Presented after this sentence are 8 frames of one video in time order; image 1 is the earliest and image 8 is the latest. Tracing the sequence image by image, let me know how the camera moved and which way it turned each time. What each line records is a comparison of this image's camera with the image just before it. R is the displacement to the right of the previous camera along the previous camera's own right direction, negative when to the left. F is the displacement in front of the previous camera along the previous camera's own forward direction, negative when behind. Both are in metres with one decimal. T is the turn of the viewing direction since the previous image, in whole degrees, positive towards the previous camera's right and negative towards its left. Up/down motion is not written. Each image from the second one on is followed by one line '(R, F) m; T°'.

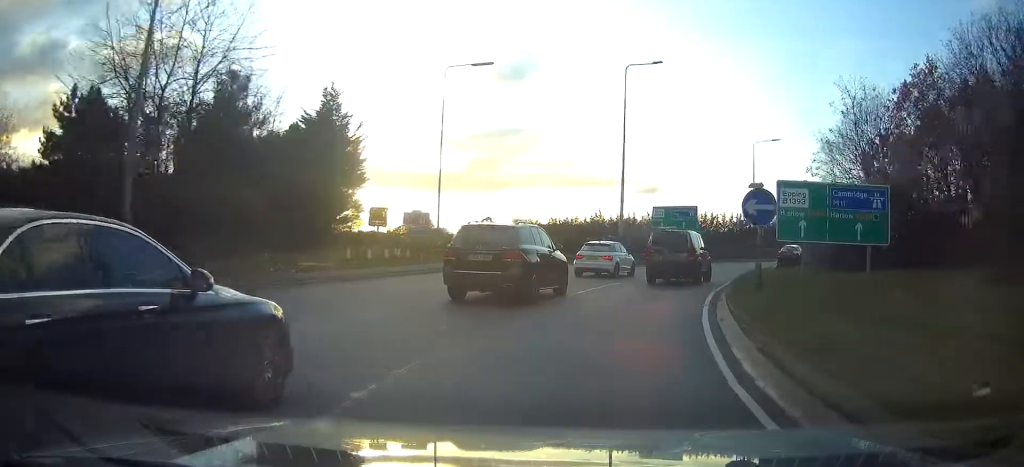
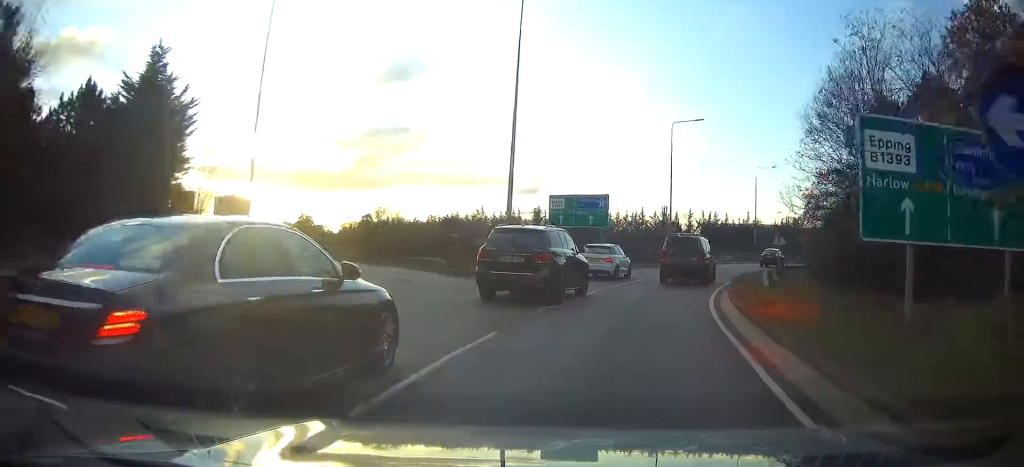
(+1.0, +12.2) m; +9°
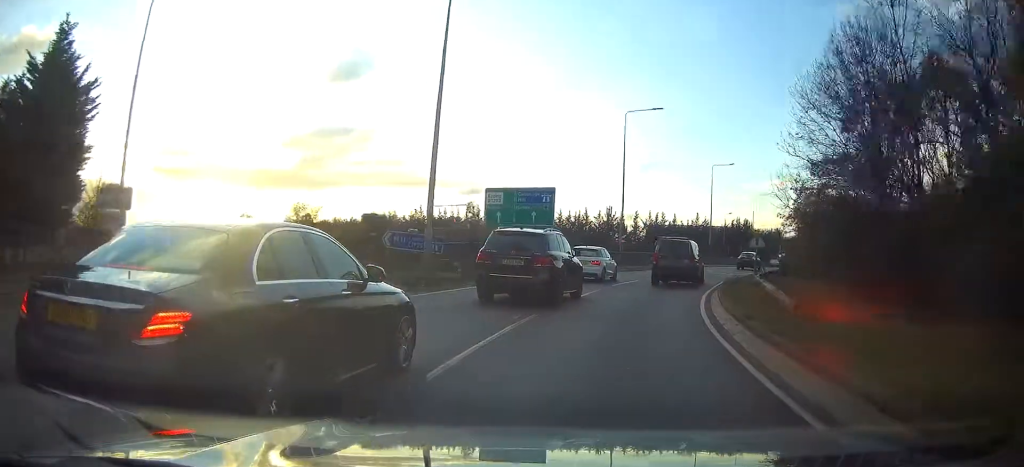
(0.0, +5.7) m; +4°
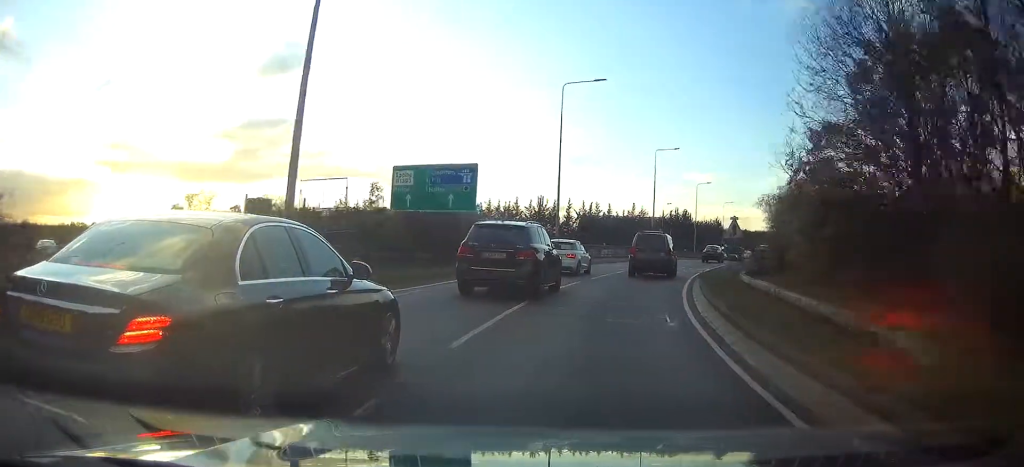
(+0.5, +6.9) m; +6°
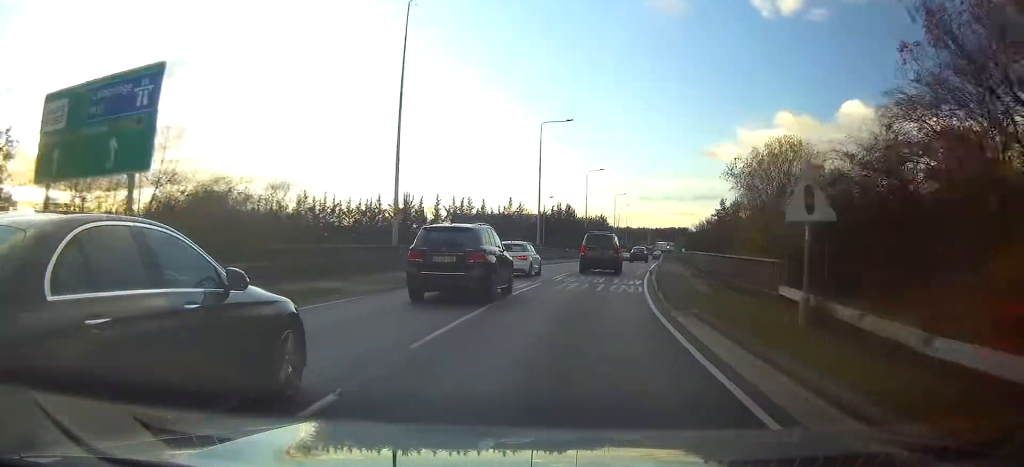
(+2.0, +16.6) m; +10°
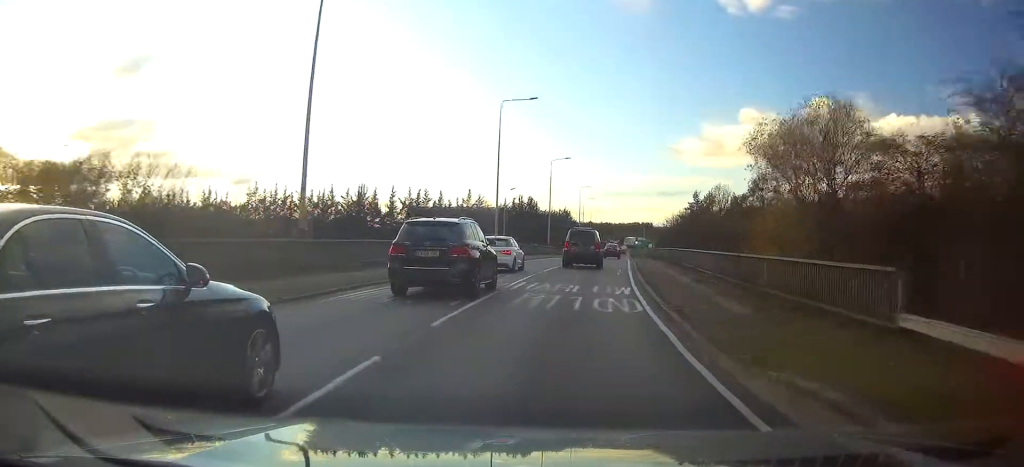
(+0.1, +7.1) m; +3°
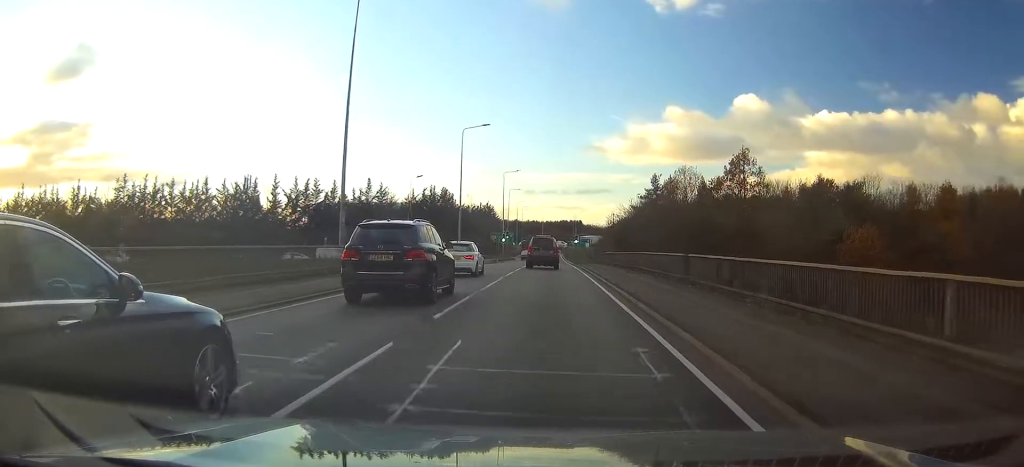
(+2.2, +24.2) m; +10°
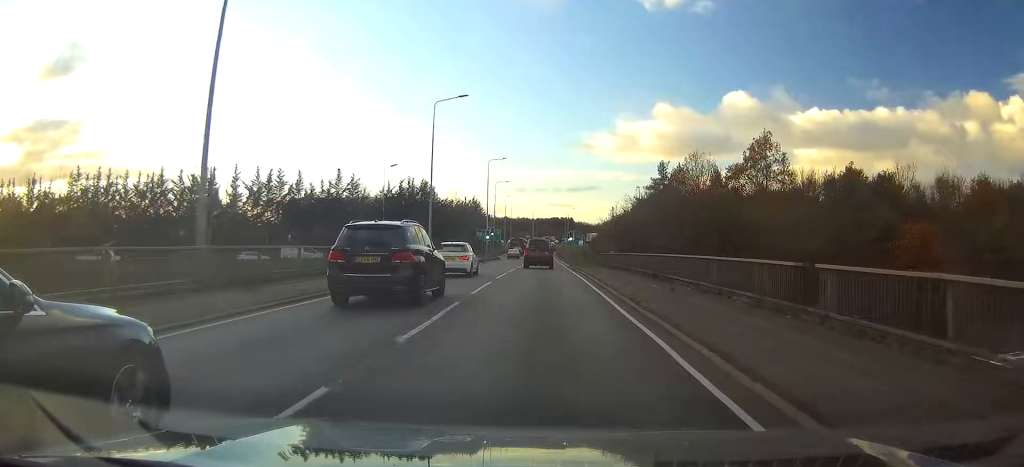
(+0.3, +11.4) m; +2°
